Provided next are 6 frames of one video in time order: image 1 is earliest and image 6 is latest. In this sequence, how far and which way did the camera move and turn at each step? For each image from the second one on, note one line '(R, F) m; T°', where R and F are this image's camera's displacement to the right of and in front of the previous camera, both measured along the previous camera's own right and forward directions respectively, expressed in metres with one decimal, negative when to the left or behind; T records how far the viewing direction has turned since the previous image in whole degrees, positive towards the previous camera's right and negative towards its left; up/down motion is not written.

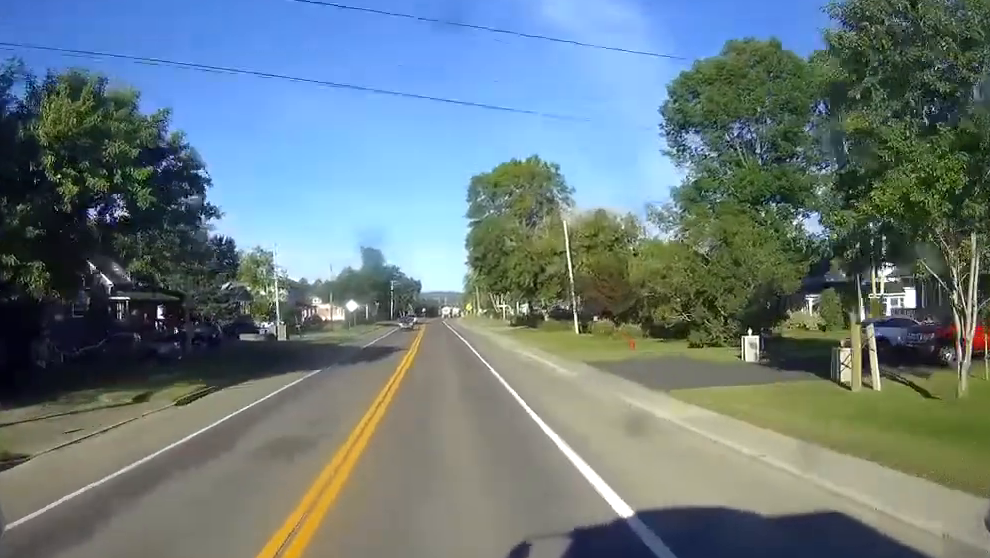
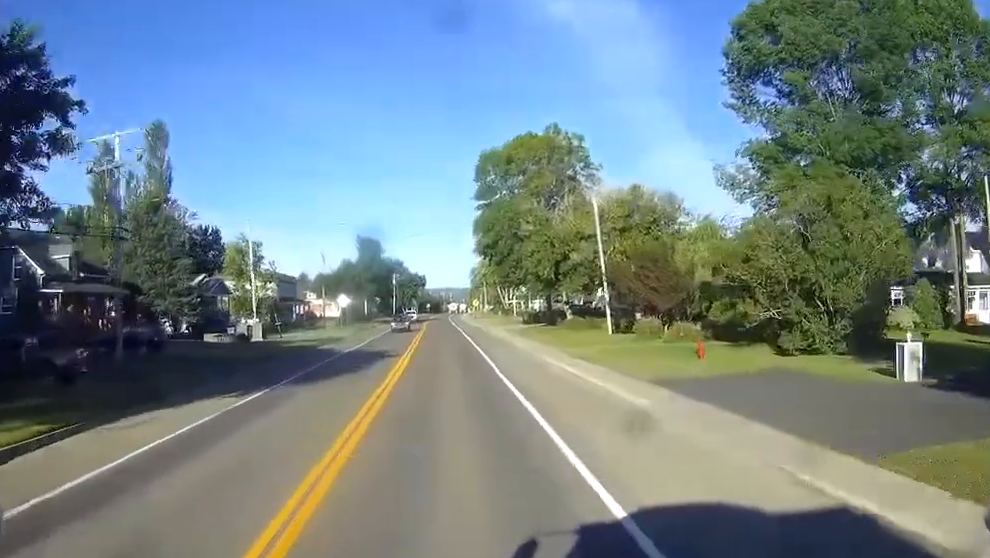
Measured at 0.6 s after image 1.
(-0.1, +12.3) m; 0°
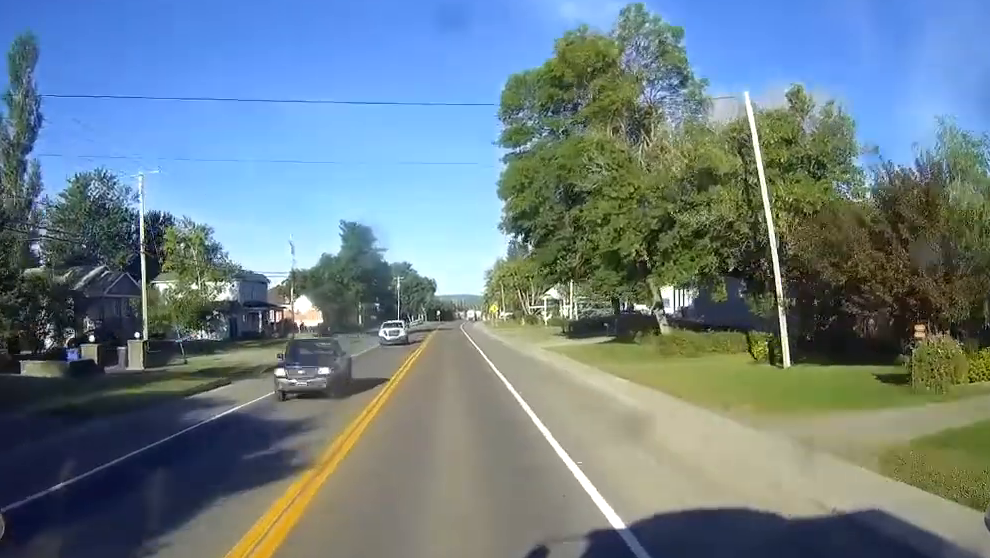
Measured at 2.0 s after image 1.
(-0.1, +28.8) m; -1°
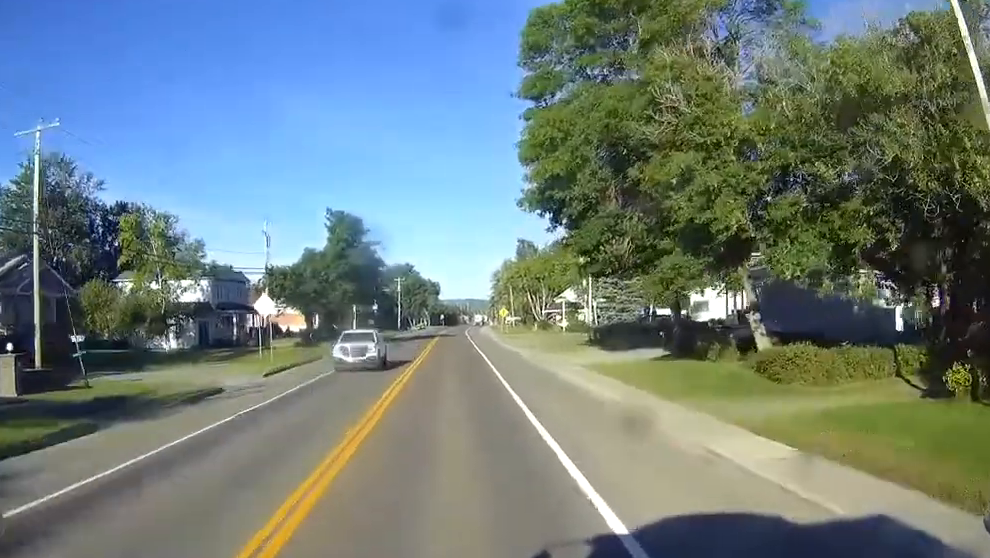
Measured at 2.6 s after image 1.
(-0.1, +13.1) m; 0°
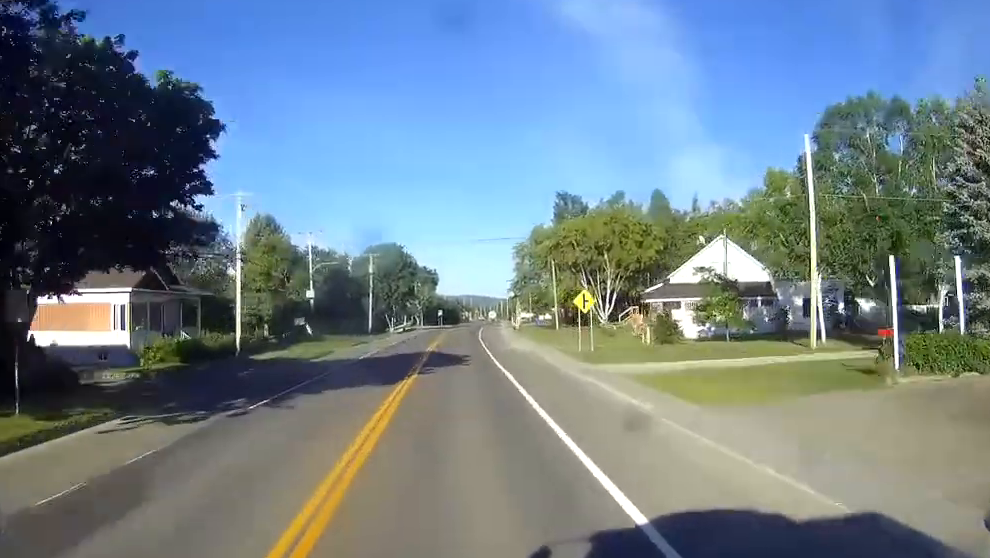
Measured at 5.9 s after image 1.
(-0.4, +66.8) m; 0°
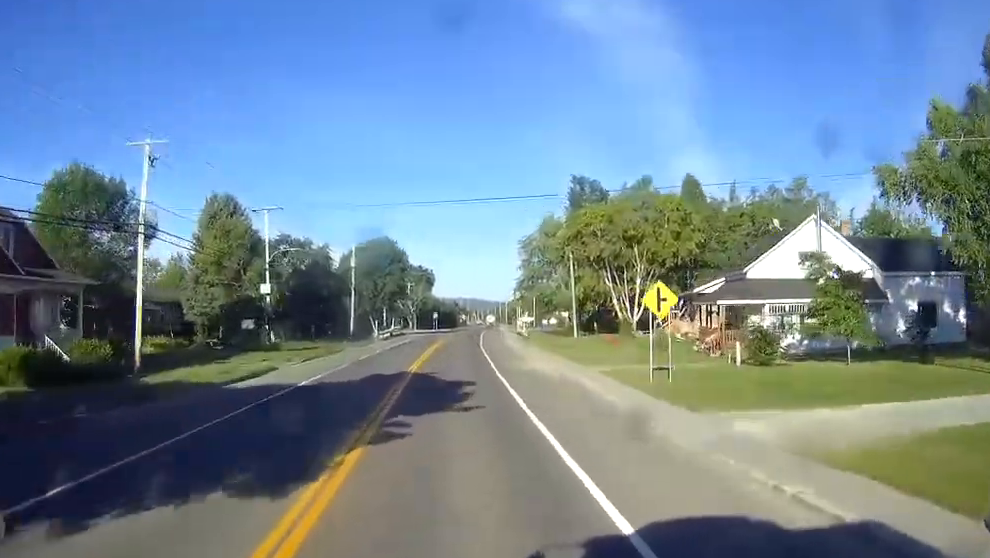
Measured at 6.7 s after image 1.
(0.0, +17.2) m; +4°
